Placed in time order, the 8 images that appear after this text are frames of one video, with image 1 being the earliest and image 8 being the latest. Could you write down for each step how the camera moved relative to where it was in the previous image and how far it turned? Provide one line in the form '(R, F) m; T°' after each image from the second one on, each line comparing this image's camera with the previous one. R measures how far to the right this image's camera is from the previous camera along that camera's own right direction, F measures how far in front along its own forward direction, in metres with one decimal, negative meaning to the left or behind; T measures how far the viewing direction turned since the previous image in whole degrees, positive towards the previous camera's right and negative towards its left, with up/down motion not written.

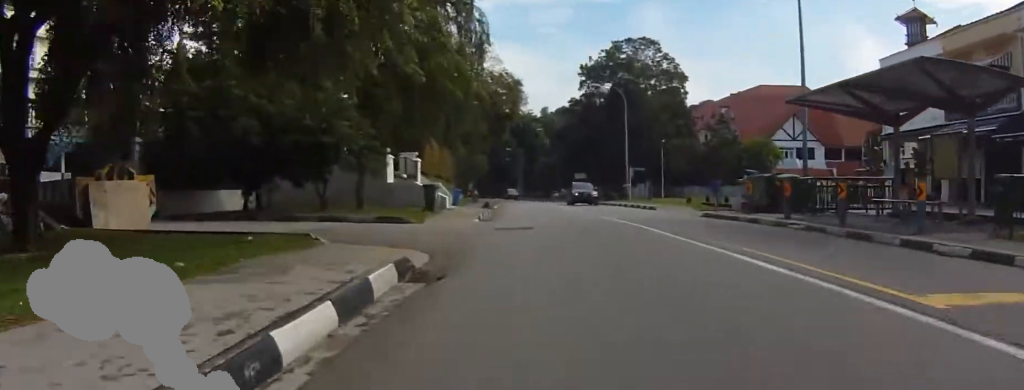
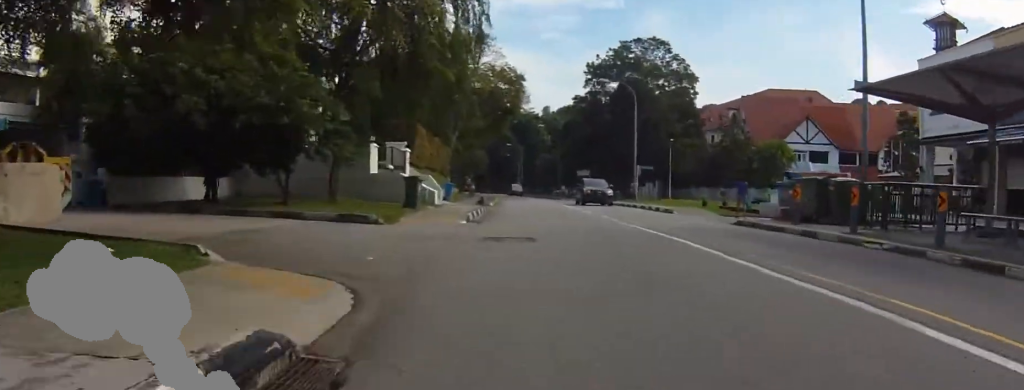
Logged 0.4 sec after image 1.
(+0.2, +3.8) m; 0°
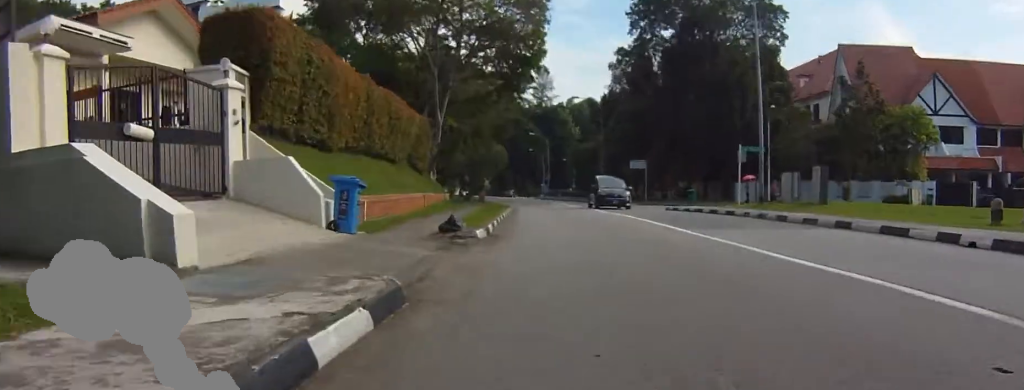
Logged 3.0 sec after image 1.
(+0.7, +22.2) m; -5°
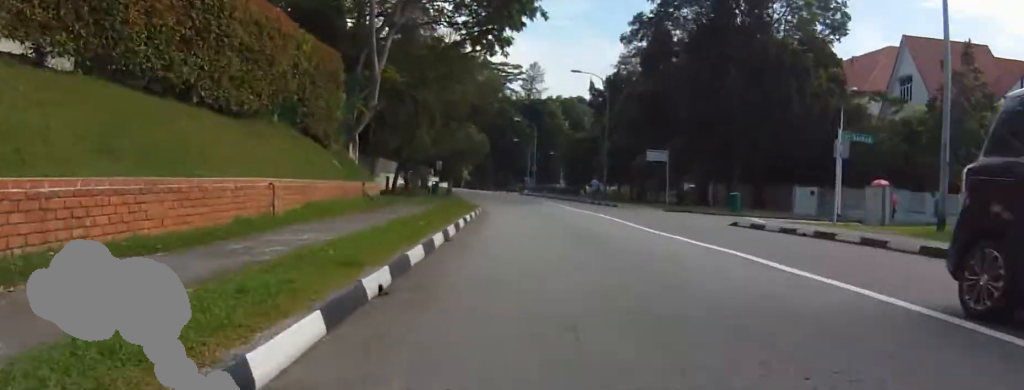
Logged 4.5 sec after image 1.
(-1.8, +13.6) m; +4°
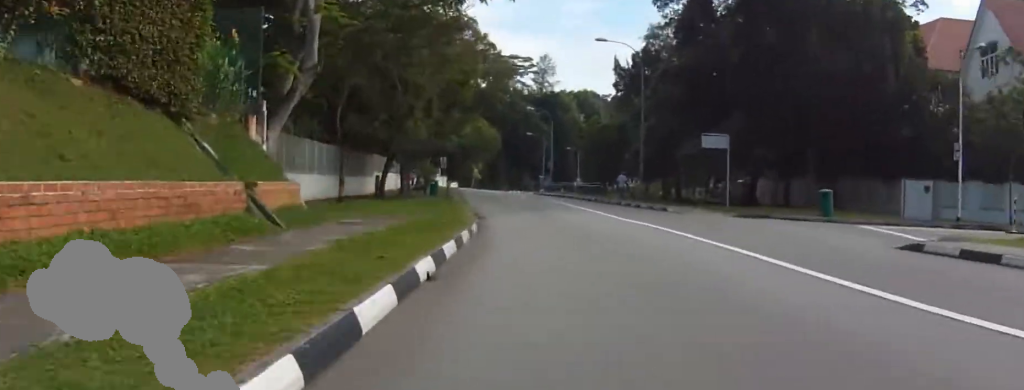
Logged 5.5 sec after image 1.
(+1.7, +8.7) m; +2°
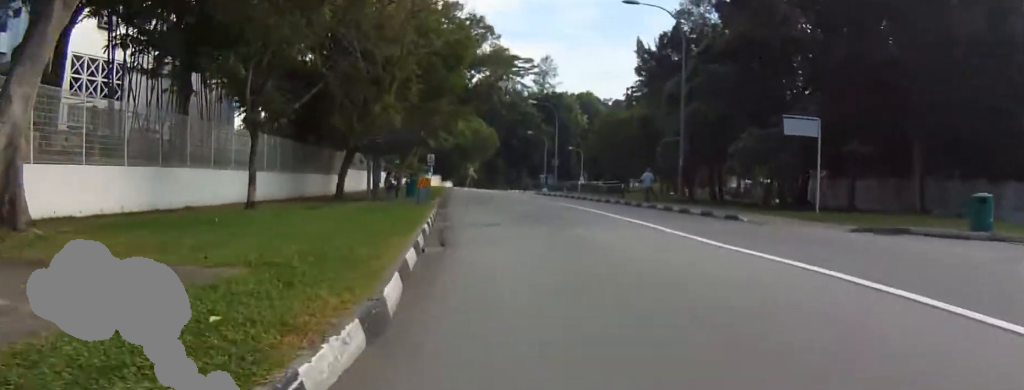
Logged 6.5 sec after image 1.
(-1.5, +9.0) m; -8°
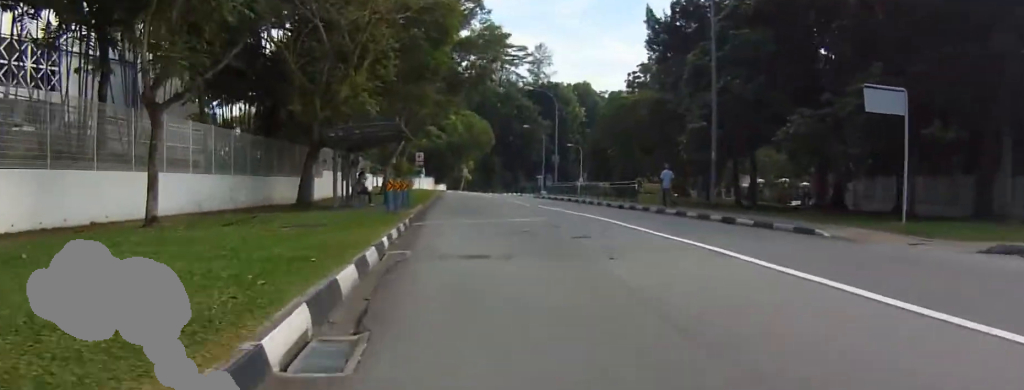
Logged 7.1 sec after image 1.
(+0.2, +4.9) m; +5°
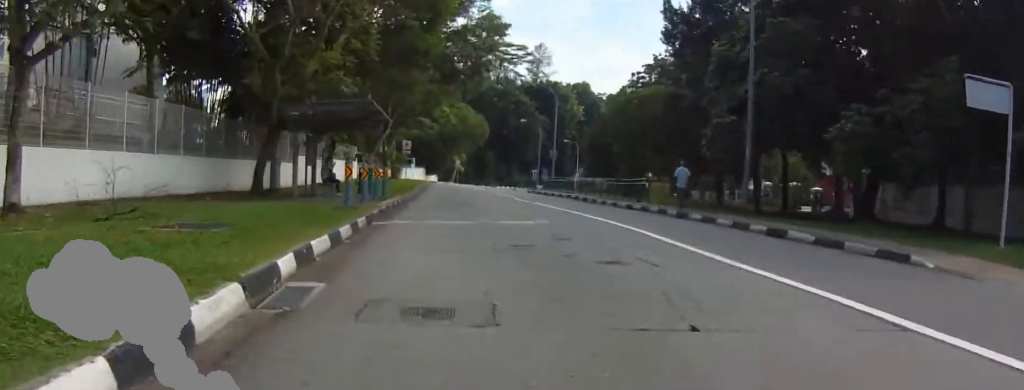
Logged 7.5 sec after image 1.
(-0.1, +3.7) m; +5°
